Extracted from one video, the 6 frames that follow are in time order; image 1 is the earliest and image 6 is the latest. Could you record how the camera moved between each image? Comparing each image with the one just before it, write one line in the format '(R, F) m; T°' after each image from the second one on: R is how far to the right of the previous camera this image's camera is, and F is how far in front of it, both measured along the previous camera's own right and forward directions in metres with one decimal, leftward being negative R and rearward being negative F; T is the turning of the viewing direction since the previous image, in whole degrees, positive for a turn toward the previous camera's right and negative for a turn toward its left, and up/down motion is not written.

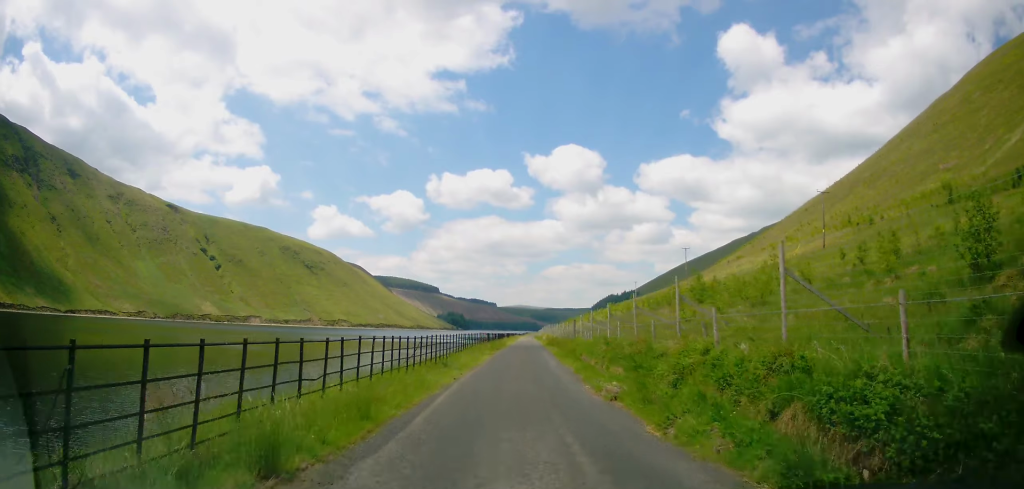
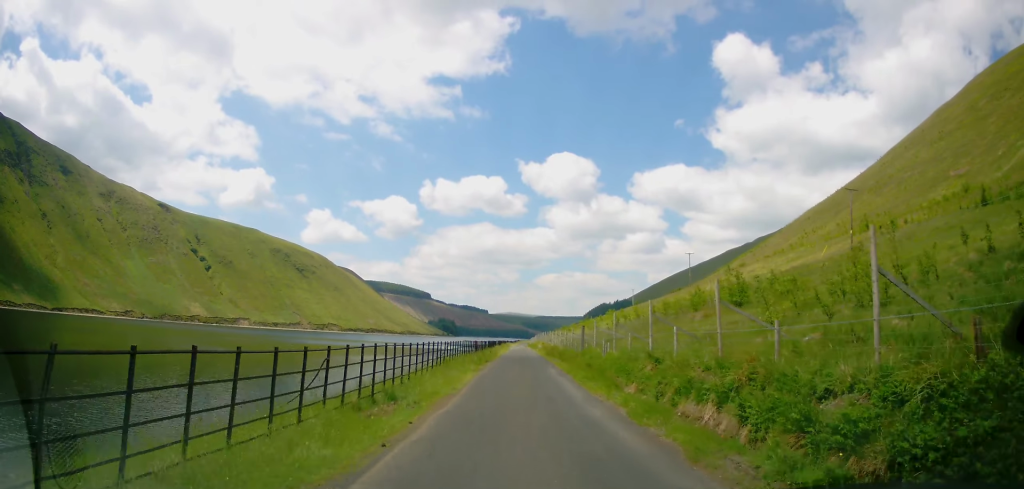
(+0.3, +8.6) m; +3°
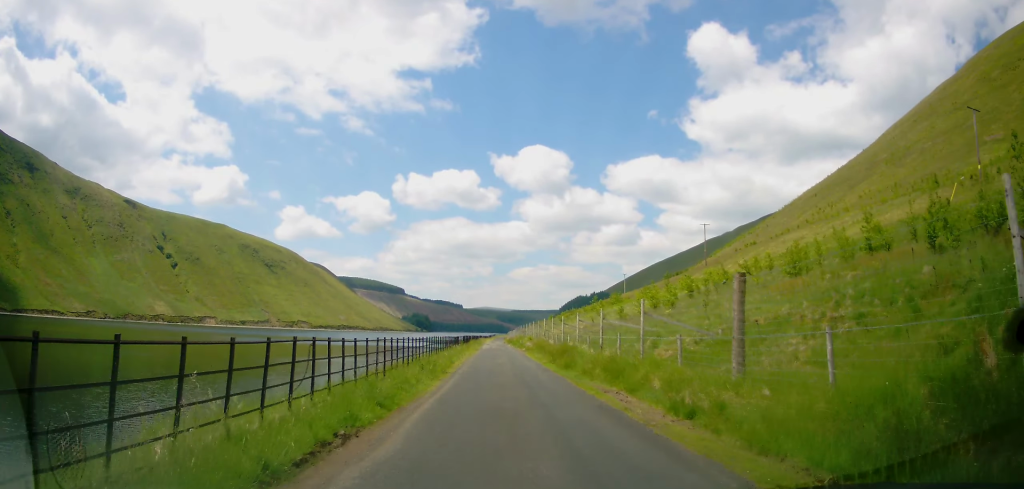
(+1.5, +27.4) m; +3°
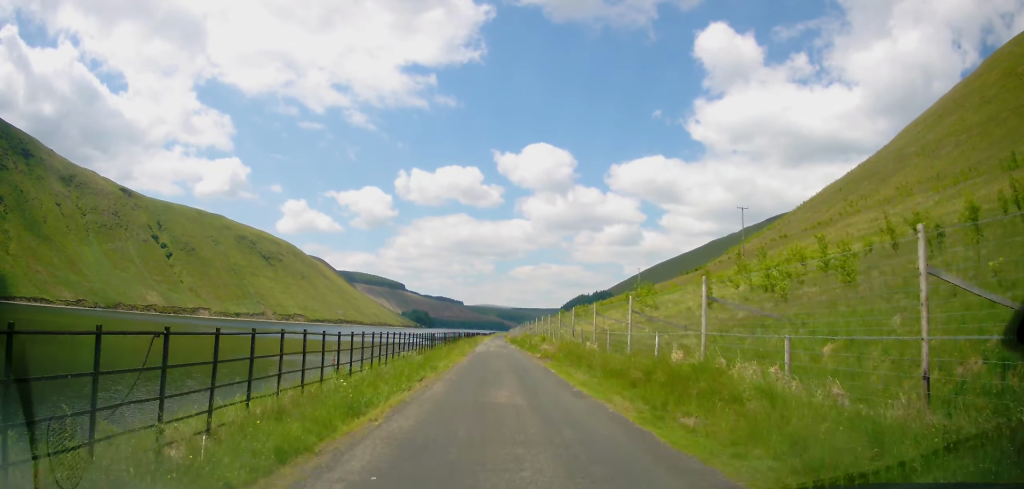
(-0.1, +17.3) m; 0°
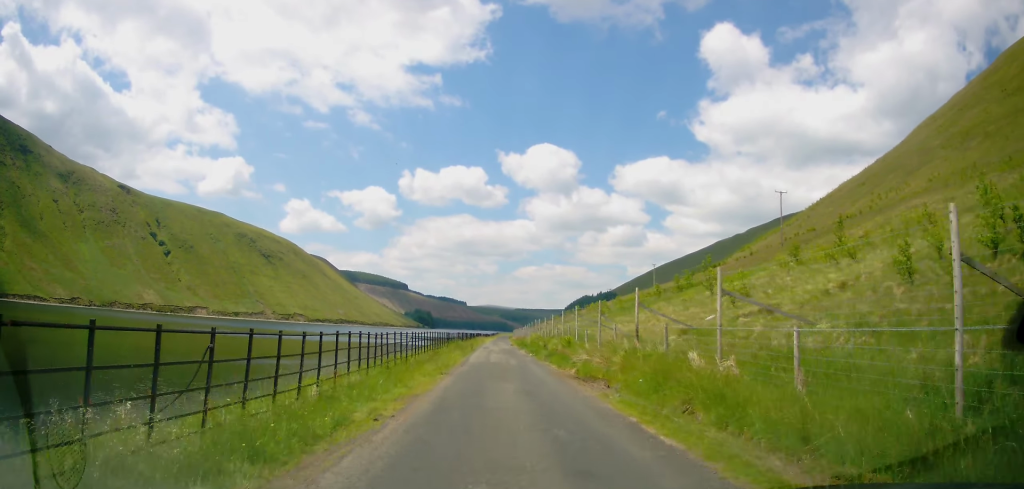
(0.0, +12.8) m; -1°
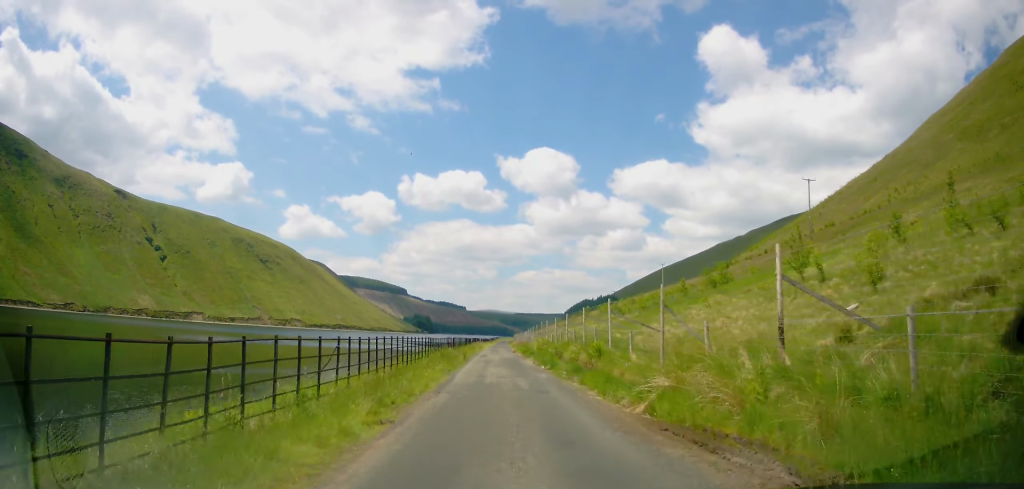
(-0.1, +8.8) m; -1°
